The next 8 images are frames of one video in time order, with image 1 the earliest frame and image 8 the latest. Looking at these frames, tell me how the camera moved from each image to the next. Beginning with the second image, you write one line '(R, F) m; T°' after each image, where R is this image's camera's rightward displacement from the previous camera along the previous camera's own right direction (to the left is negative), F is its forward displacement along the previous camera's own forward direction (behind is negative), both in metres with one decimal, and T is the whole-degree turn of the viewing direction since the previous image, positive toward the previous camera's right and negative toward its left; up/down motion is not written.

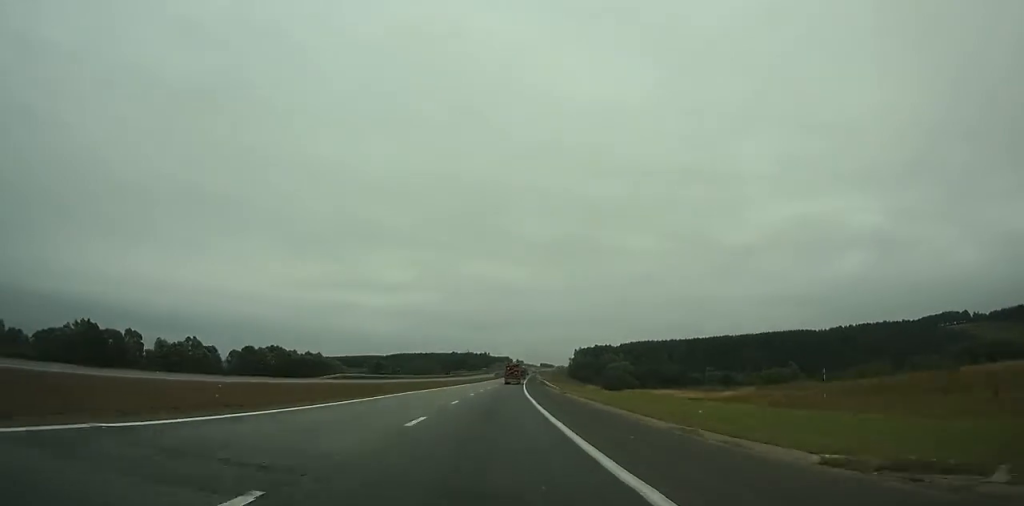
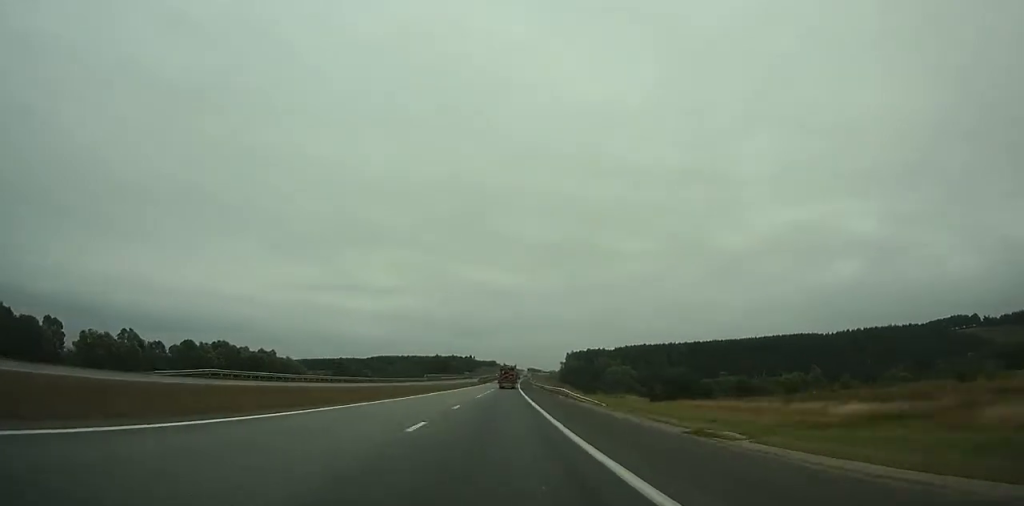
(0.0, +35.9) m; +1°
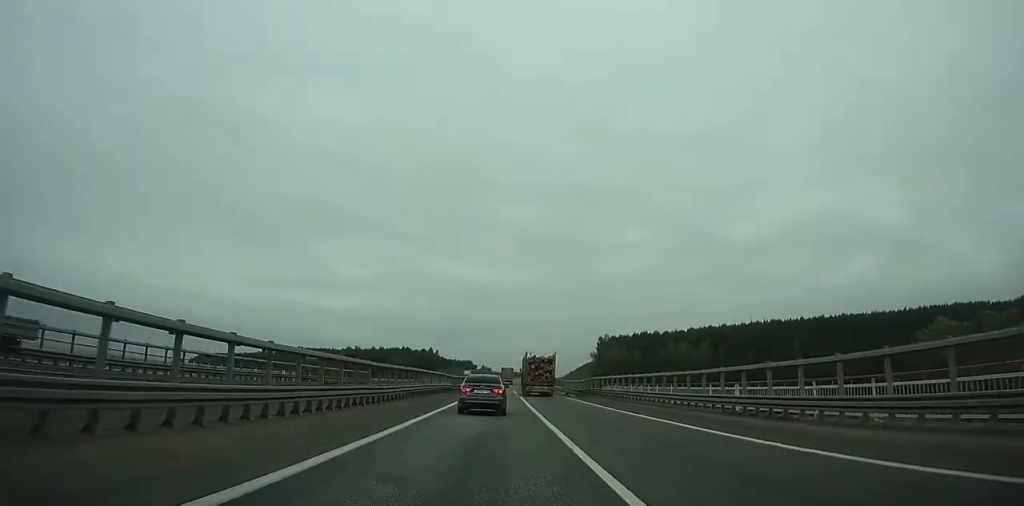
(+6.0, +220.7) m; +3°
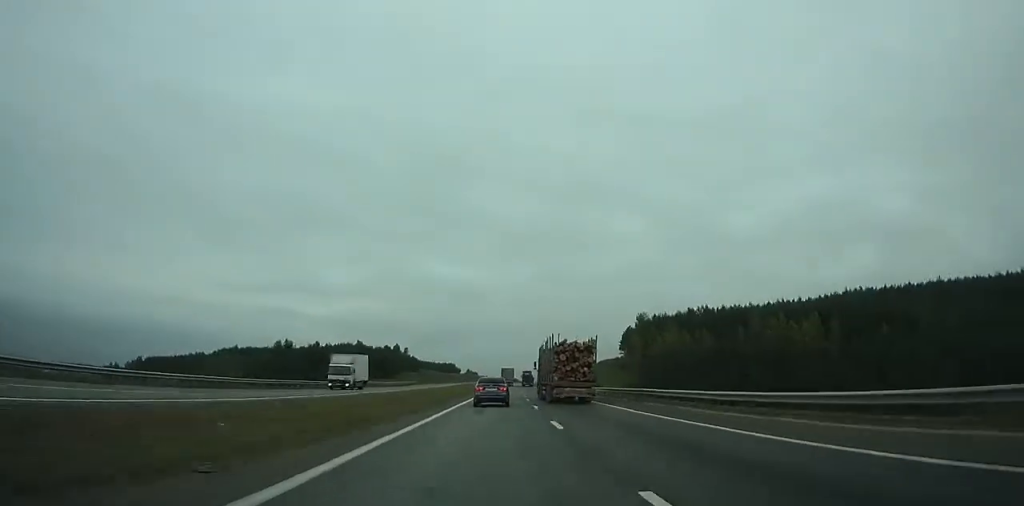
(+1.8, +90.0) m; +2°
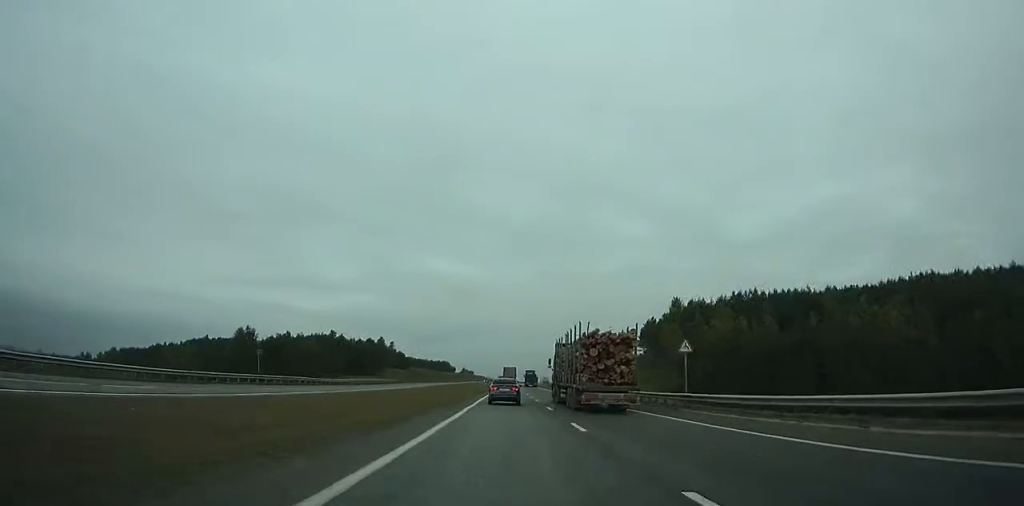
(+0.2, +35.2) m; 0°
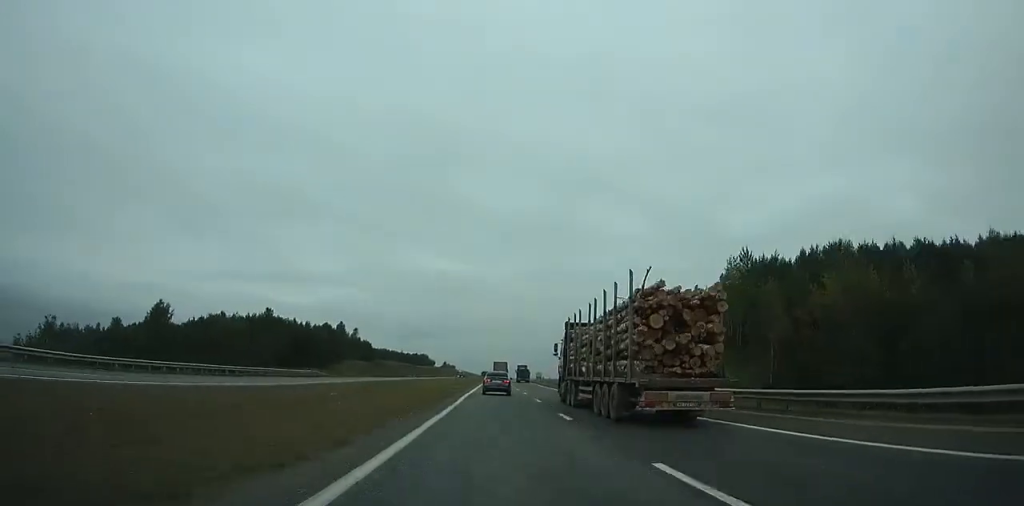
(+0.2, +45.4) m; +1°
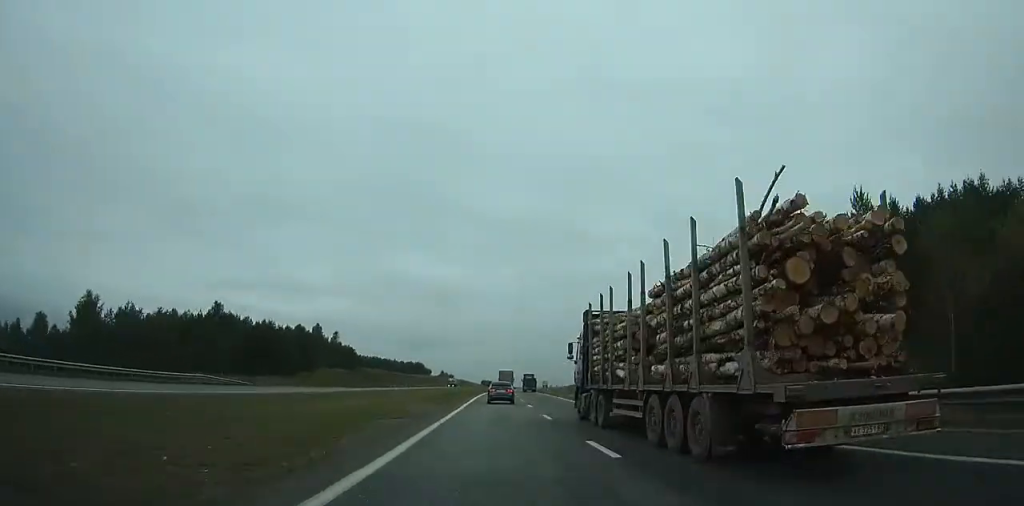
(+0.2, +30.3) m; +1°
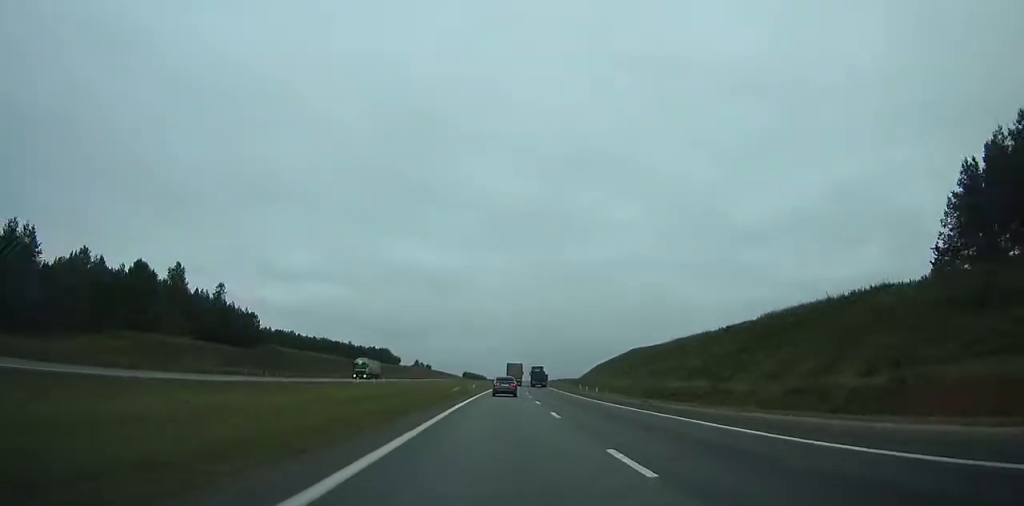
(+1.1, +85.9) m; +2°
